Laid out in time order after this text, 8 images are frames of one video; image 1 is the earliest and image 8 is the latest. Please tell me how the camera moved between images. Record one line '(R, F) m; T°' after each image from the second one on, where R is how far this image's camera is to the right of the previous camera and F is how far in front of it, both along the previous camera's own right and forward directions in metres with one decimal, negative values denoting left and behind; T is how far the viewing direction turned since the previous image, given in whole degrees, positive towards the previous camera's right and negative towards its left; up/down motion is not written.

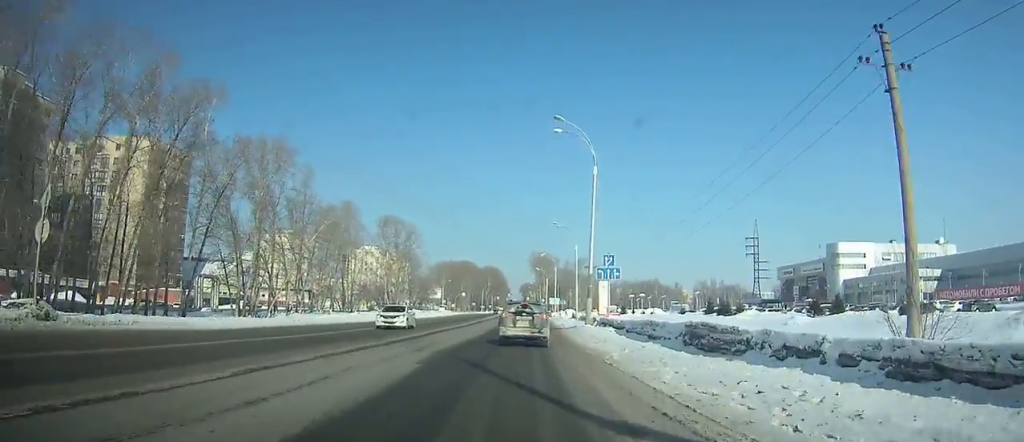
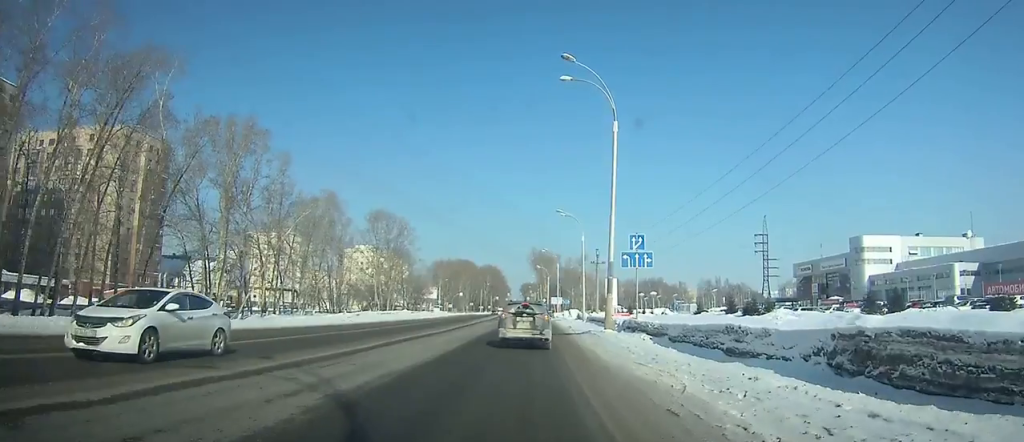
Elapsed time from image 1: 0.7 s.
(0.0, +5.8) m; 0°
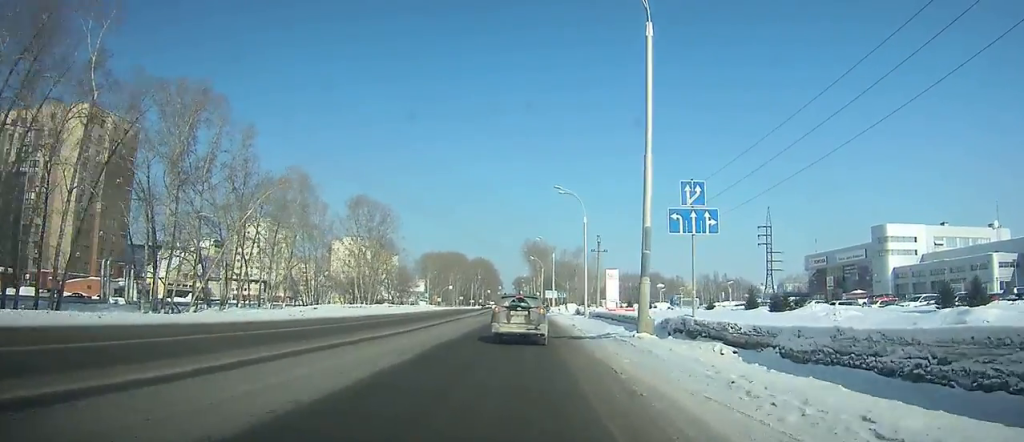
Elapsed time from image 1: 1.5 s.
(0.0, +6.4) m; 0°
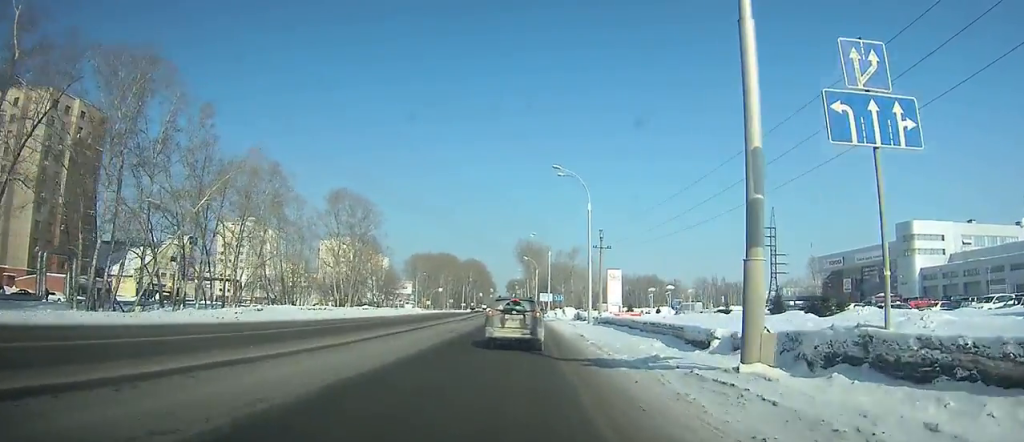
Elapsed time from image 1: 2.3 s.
(0.0, +6.2) m; 0°
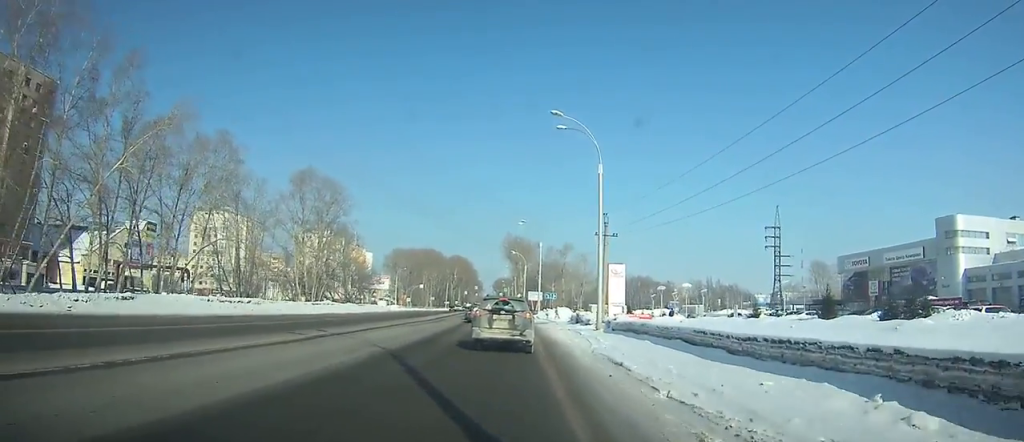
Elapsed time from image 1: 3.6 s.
(0.0, +9.4) m; 0°
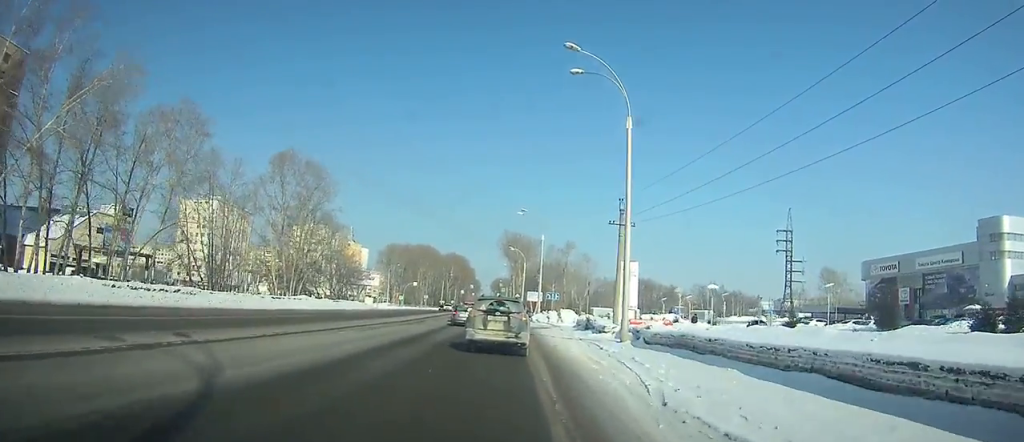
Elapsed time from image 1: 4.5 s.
(0.0, +6.7) m; 0°
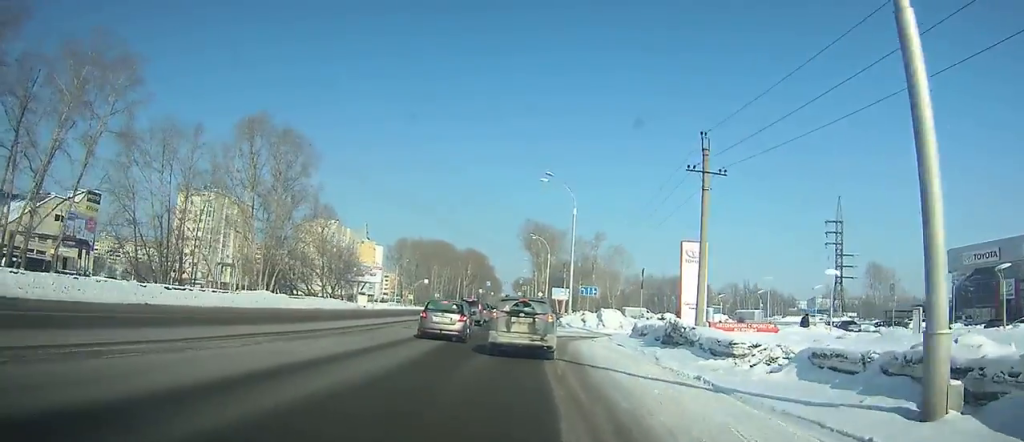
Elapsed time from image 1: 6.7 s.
(0.0, +13.7) m; 0°
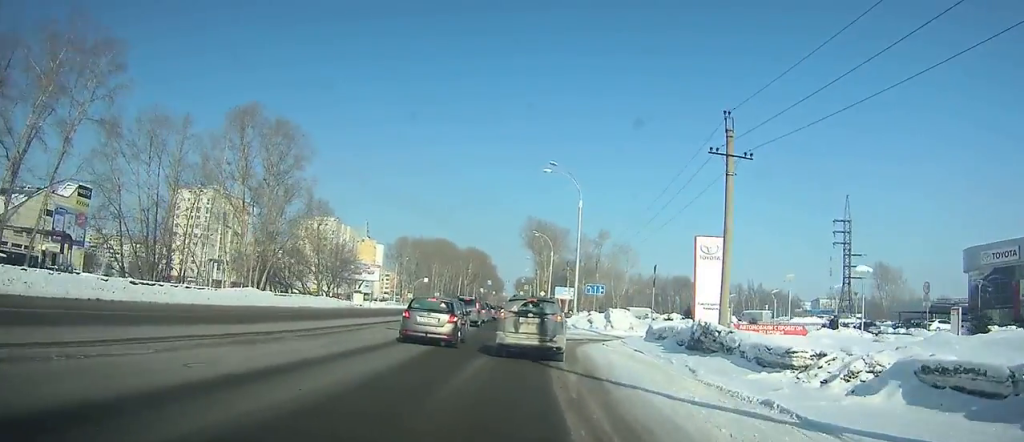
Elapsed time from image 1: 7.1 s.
(0.0, +2.5) m; 0°
